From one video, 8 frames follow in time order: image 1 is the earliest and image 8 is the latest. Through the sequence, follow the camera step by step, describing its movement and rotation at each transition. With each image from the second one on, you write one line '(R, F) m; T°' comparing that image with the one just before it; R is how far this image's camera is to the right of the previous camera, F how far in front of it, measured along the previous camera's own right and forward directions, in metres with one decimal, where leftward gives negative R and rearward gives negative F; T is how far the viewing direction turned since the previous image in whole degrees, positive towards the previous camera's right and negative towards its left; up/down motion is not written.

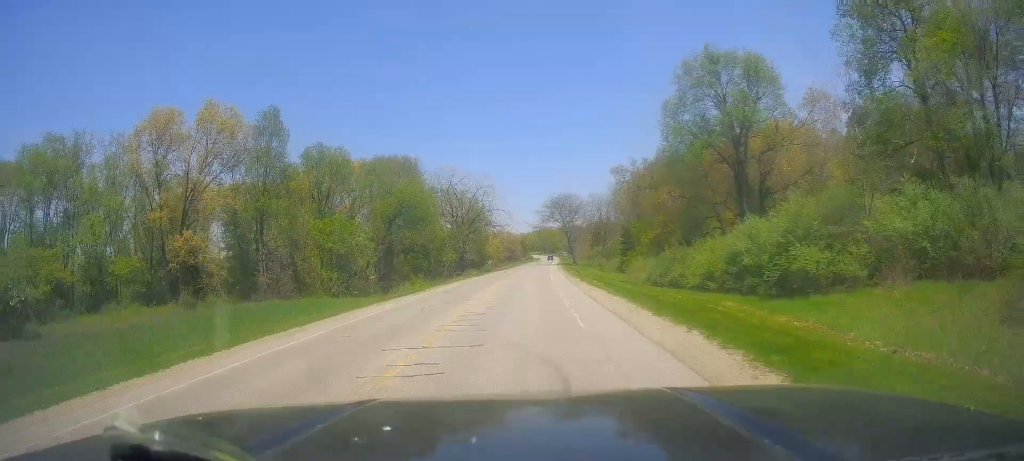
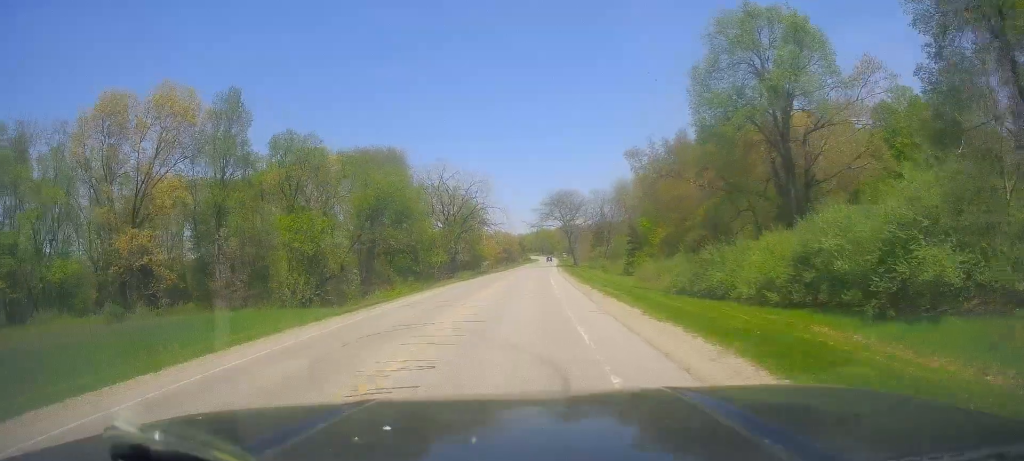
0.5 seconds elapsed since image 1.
(0.0, +8.4) m; 0°
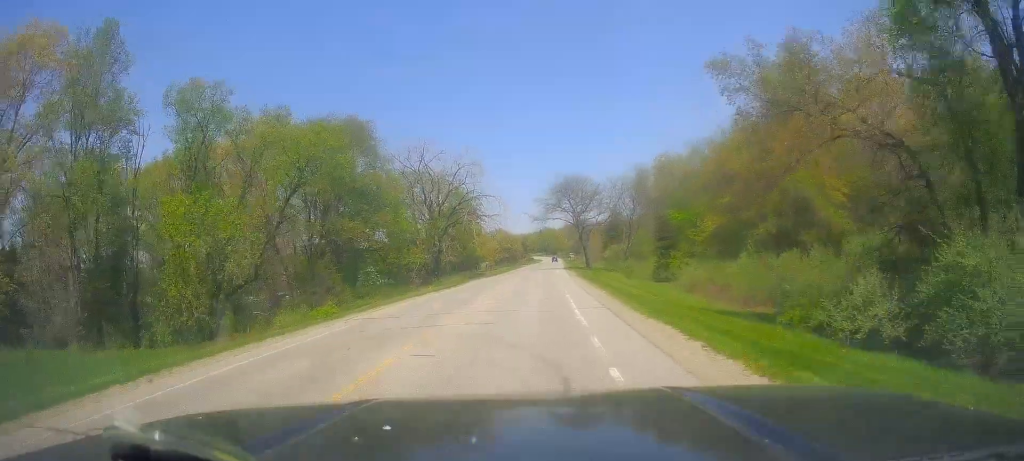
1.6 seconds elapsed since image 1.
(+0.4, +19.4) m; +3°
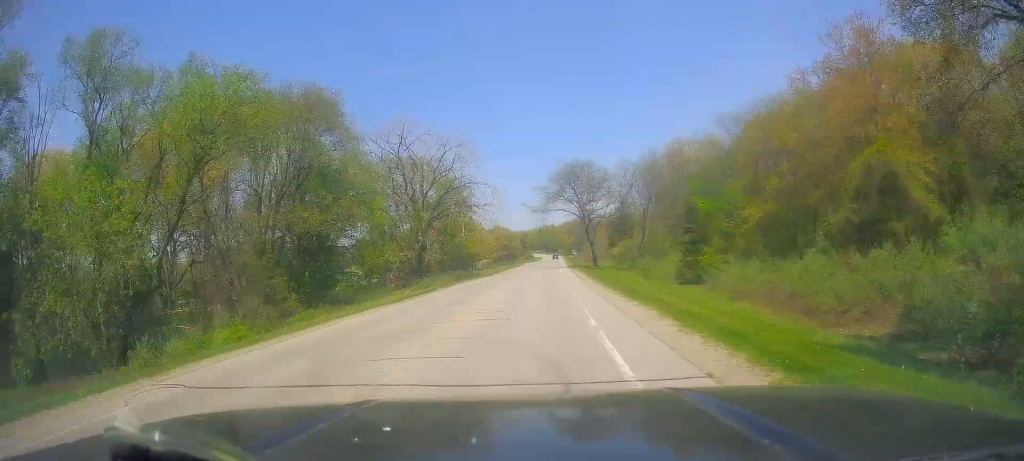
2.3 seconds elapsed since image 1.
(+0.6, +11.4) m; 0°
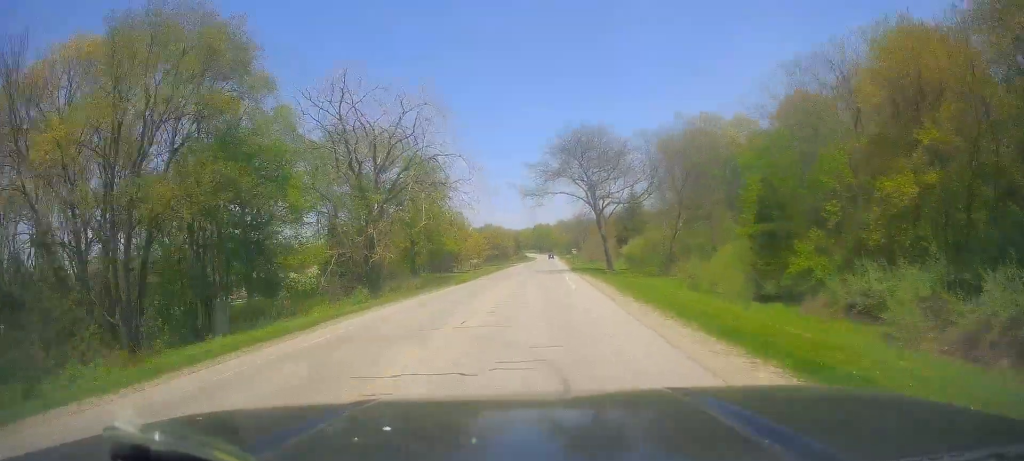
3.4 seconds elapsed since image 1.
(-0.8, +19.3) m; -2°
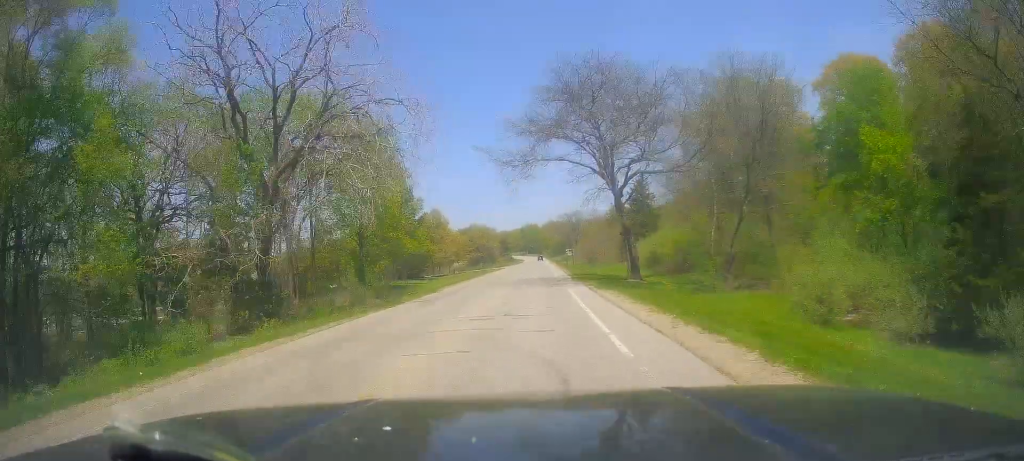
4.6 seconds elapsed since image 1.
(+0.5, +19.1) m; +3°
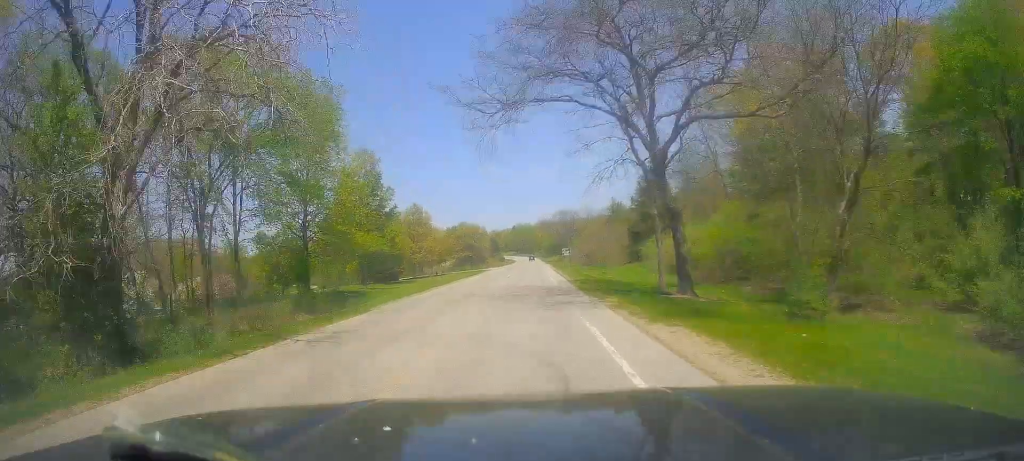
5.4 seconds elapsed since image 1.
(+0.6, +13.5) m; -1°
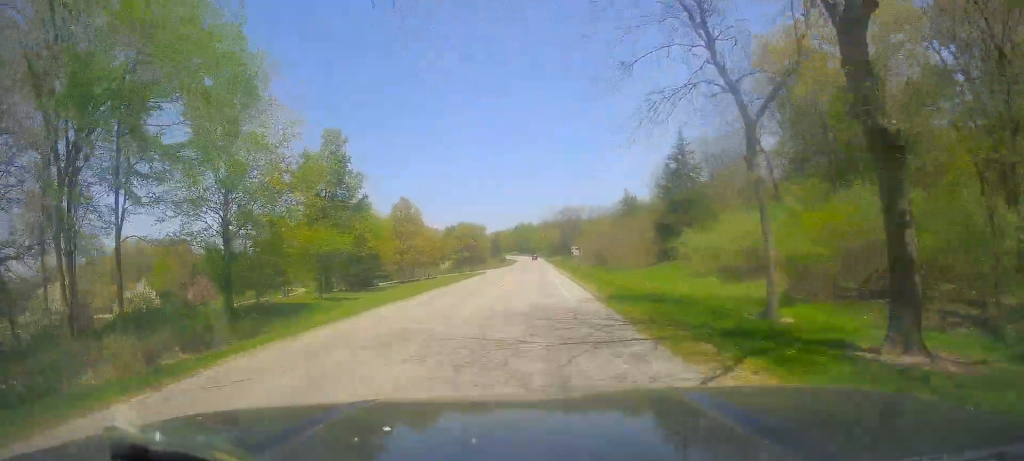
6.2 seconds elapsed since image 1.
(-0.7, +13.8) m; -2°
